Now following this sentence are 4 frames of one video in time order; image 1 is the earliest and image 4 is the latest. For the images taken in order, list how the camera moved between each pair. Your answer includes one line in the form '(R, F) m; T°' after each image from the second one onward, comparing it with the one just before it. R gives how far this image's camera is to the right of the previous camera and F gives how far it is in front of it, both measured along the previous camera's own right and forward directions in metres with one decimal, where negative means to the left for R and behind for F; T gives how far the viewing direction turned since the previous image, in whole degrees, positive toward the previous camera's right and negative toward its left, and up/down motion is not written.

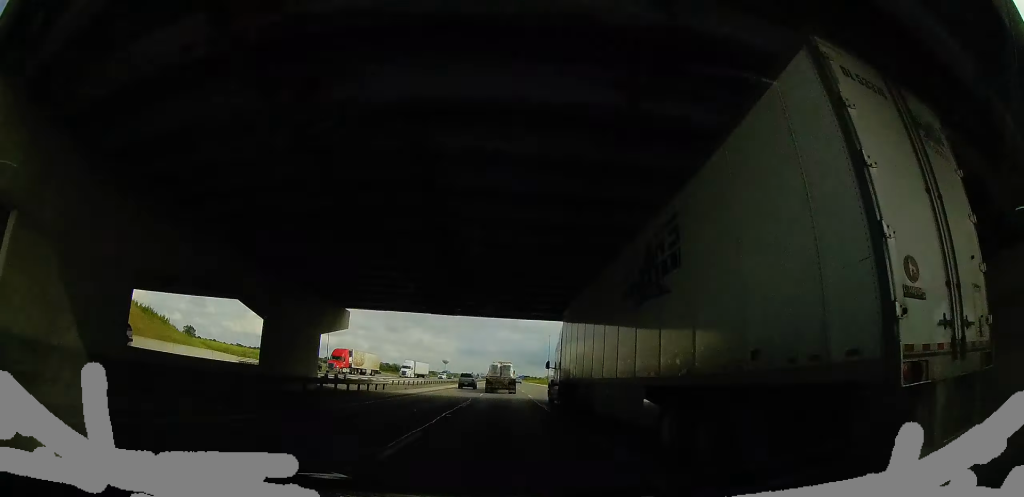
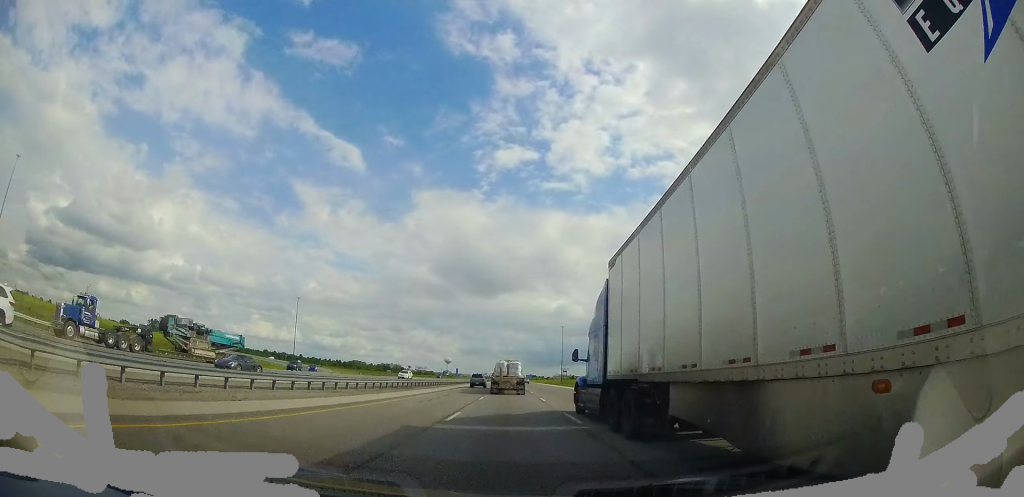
(0.0, +55.7) m; +1°
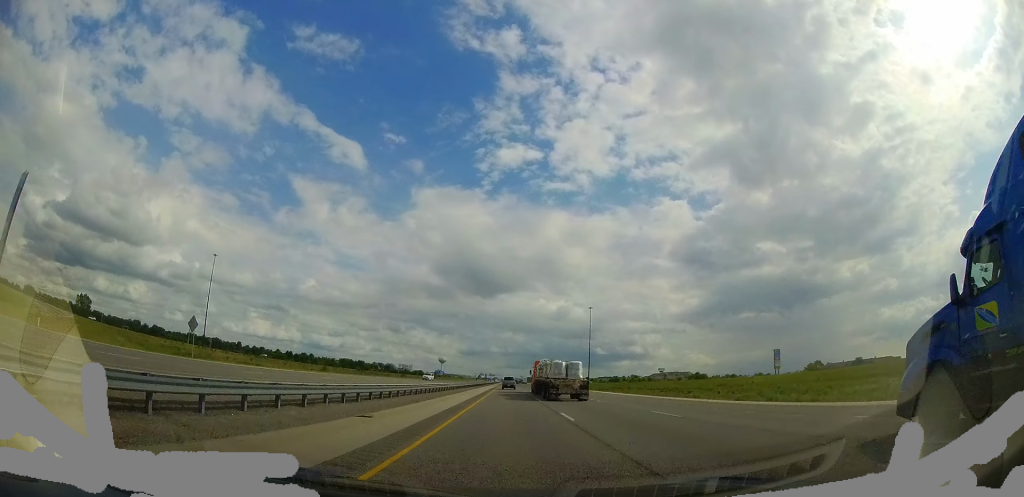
(-1.0, +84.6) m; -1°
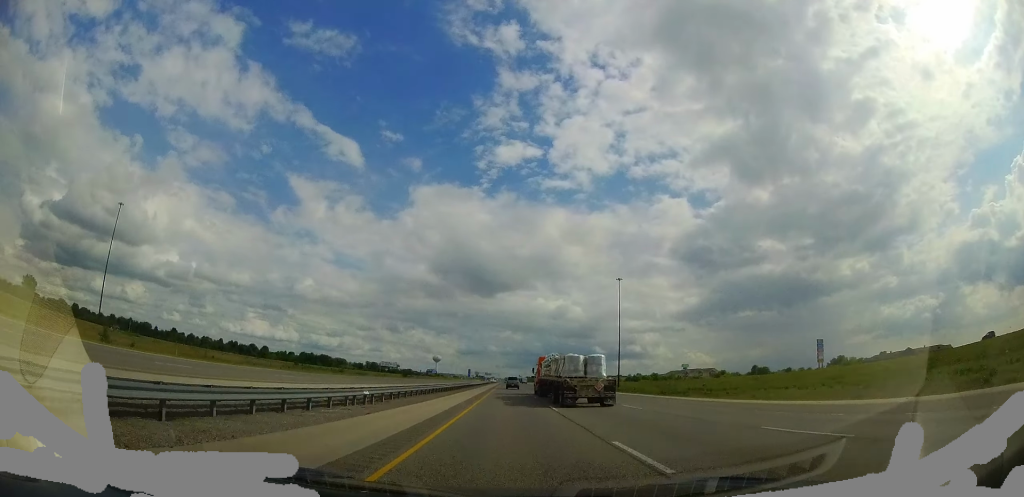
(+0.3, +56.0) m; 0°
